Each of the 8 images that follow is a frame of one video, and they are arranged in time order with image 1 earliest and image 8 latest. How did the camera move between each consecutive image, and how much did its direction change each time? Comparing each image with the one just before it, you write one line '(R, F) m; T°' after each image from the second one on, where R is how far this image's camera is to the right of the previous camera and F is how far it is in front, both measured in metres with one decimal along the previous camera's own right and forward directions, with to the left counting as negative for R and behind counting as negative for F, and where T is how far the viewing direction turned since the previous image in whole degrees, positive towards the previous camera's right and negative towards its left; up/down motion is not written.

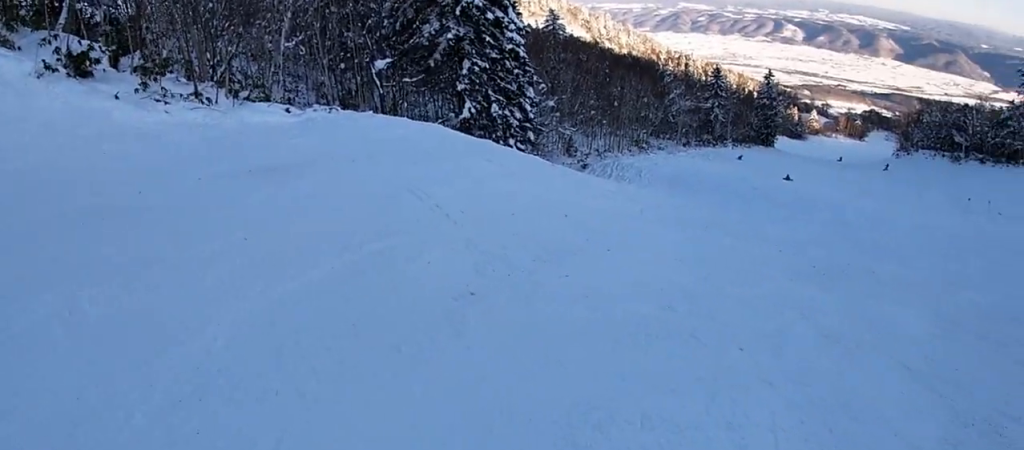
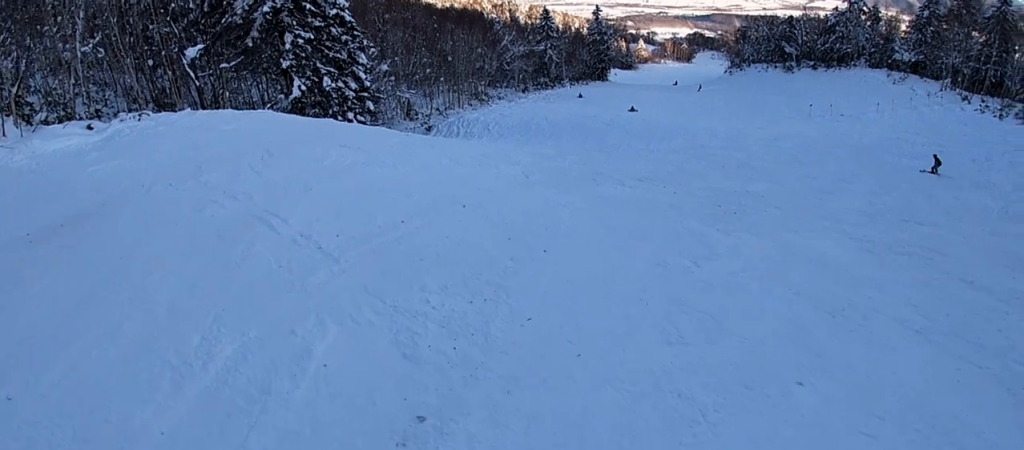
(+0.6, +2.7) m; +14°
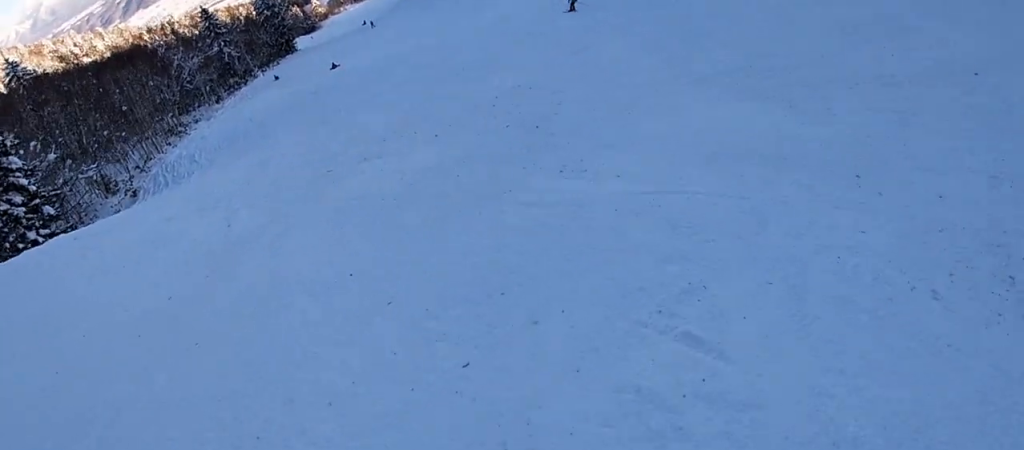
(+0.2, +4.3) m; +25°
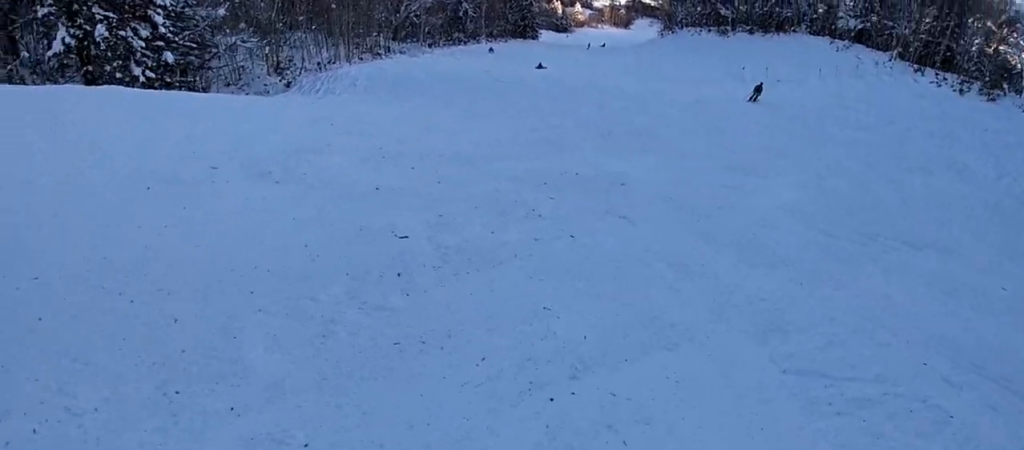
(+1.2, +5.2) m; -5°
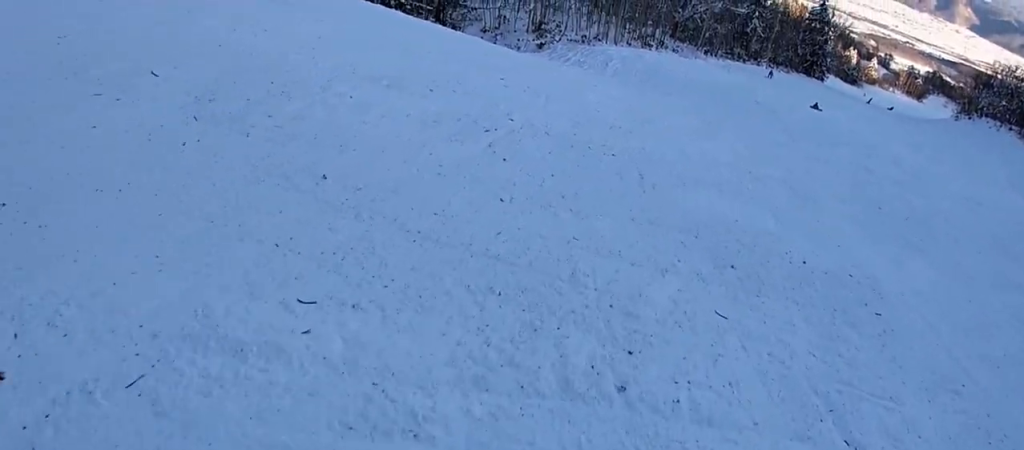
(-1.2, +4.1) m; -12°
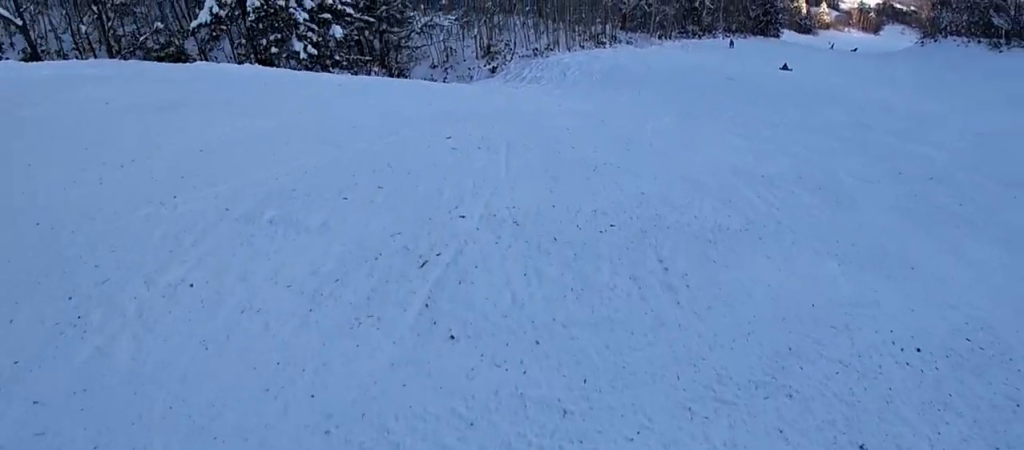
(-0.1, +2.6) m; +9°
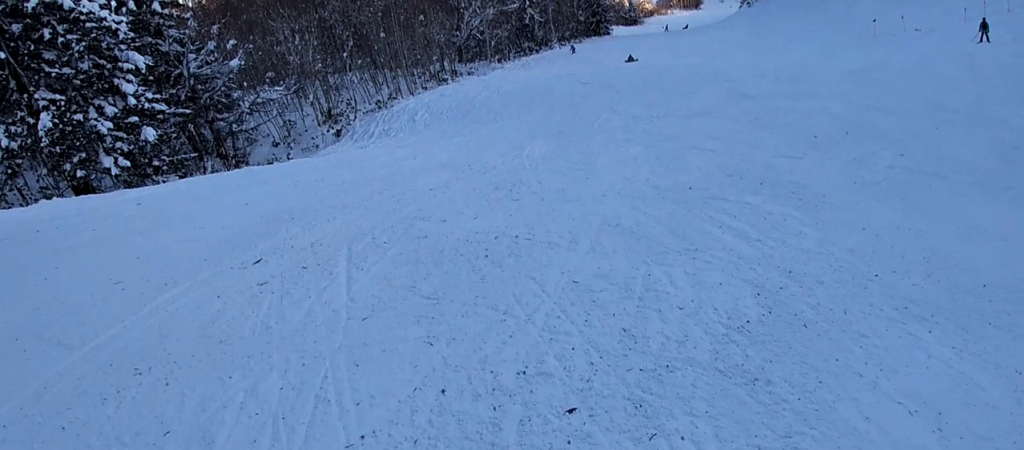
(+0.4, +3.0) m; +10°
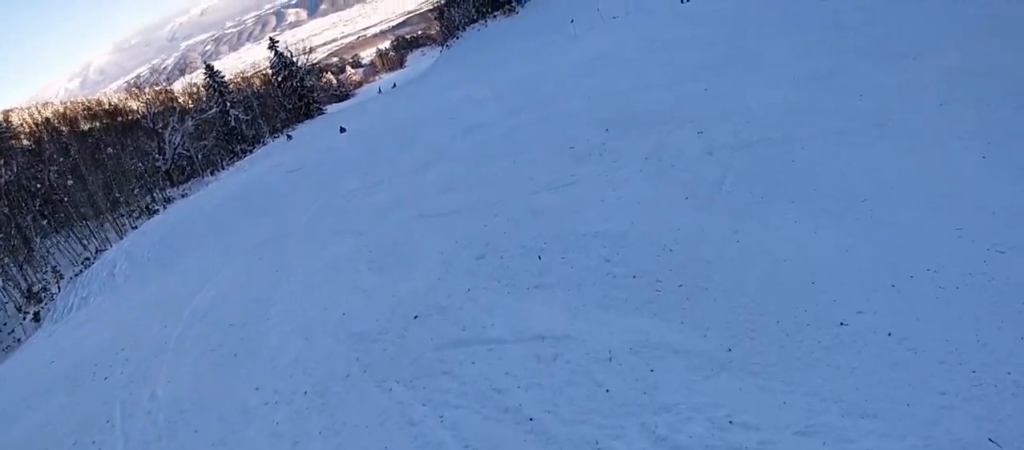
(+0.7, +4.1) m; +9°
